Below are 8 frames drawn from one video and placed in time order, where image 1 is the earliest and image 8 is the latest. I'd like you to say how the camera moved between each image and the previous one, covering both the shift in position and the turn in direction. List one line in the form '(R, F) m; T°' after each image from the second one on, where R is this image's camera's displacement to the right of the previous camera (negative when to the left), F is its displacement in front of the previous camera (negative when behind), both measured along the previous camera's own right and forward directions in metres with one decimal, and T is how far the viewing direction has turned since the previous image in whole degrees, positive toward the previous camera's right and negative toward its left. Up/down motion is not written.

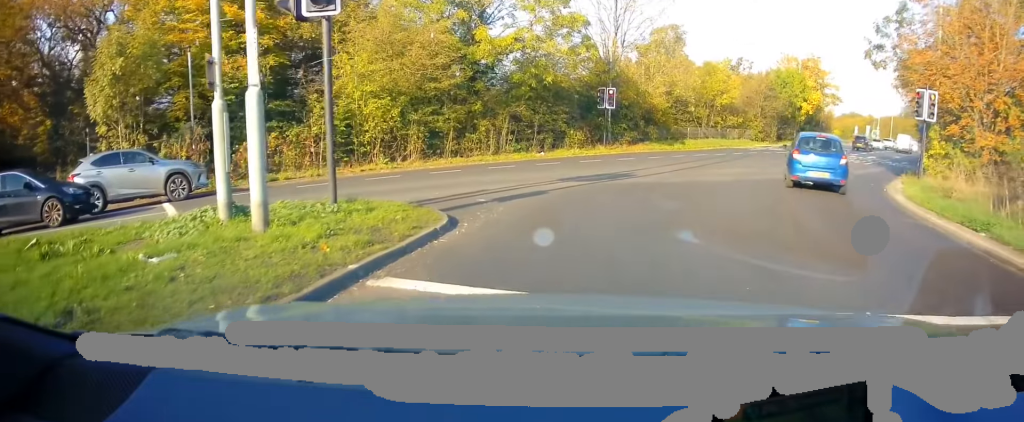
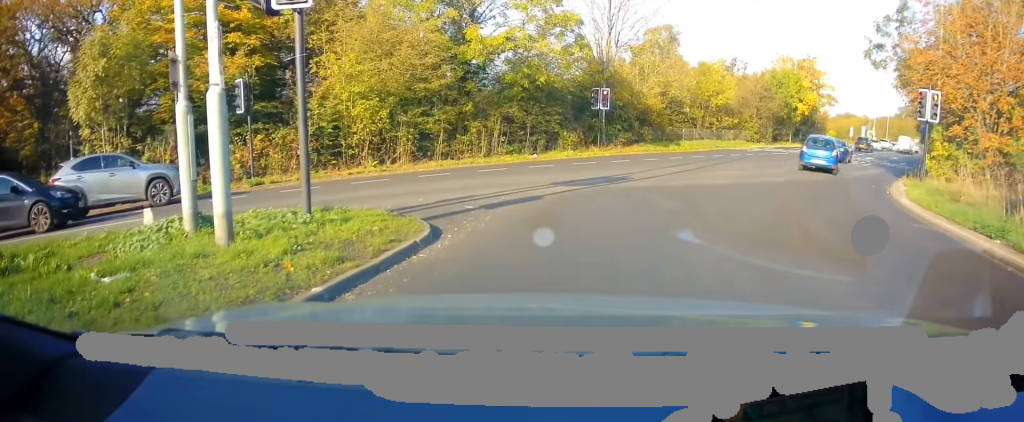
(0.0, +1.4) m; -2°
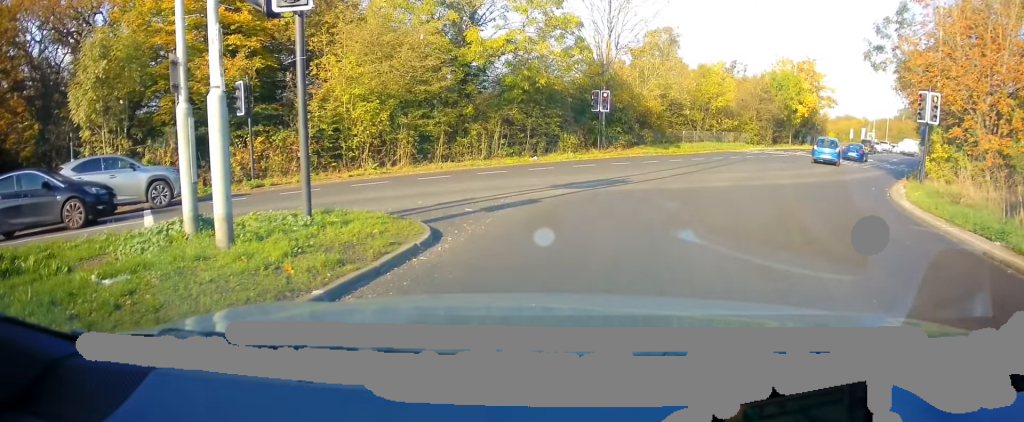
(-0.1, +0.4) m; 0°
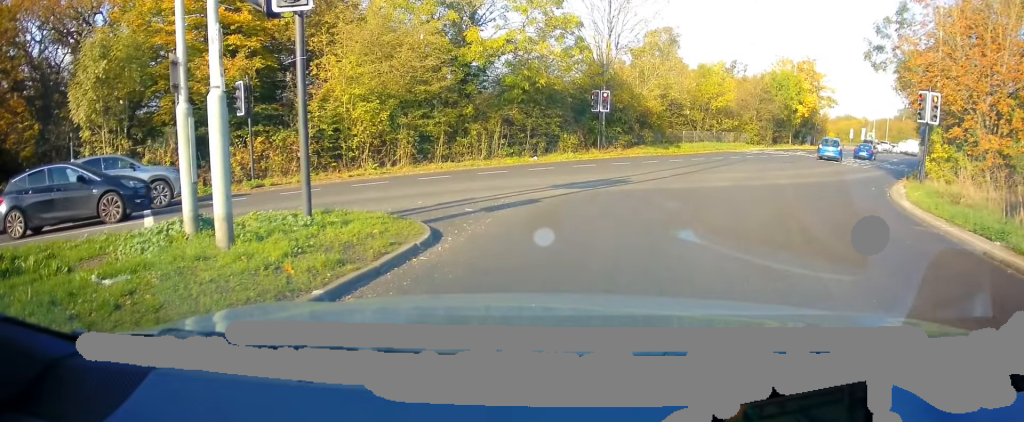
(0.0, 0.0) m; 0°
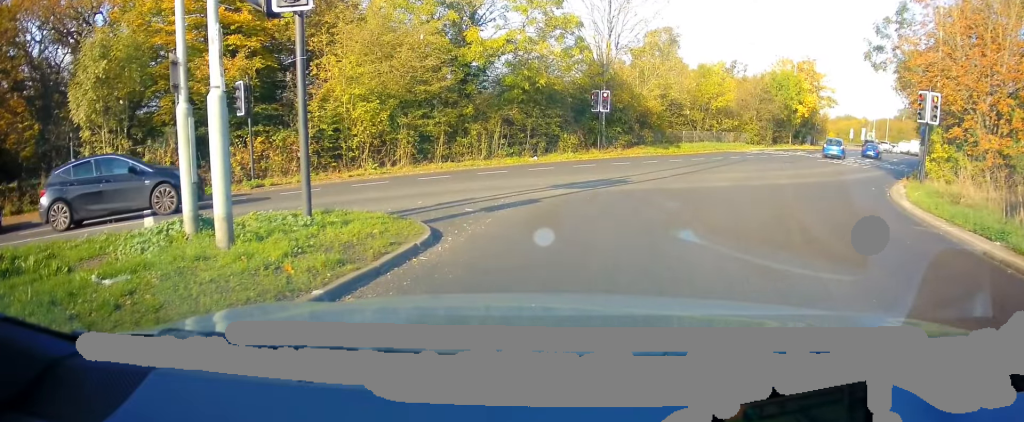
(0.0, 0.0) m; 0°
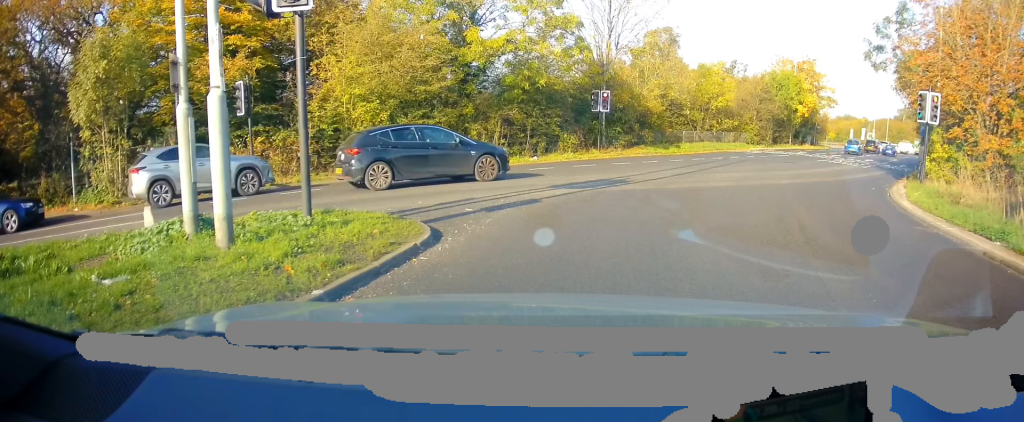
(0.0, 0.0) m; 0°
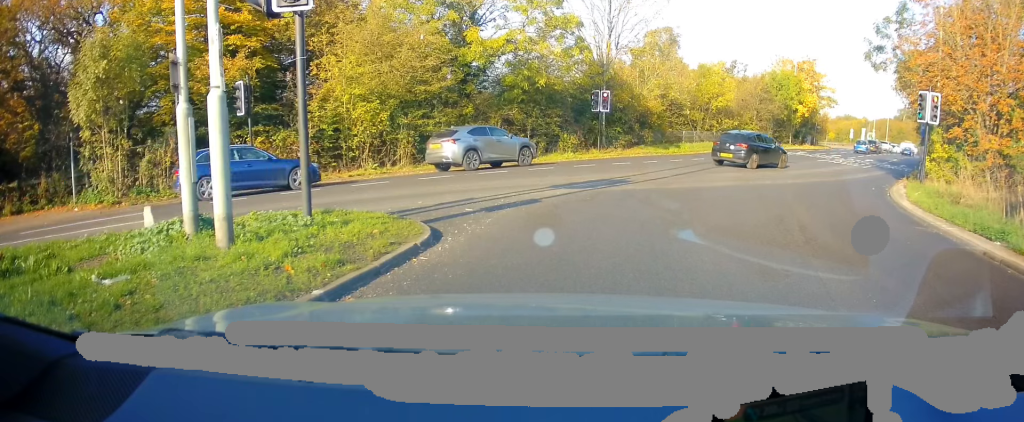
(0.0, 0.0) m; 0°
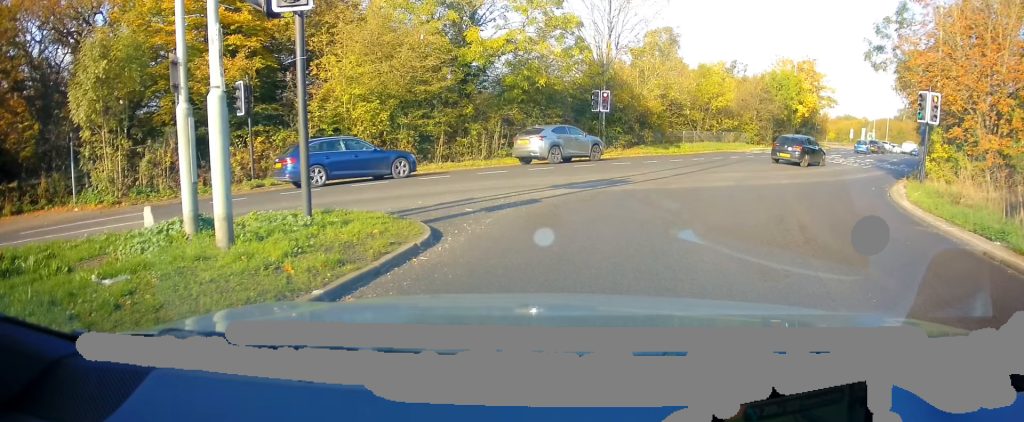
(0.0, 0.0) m; 0°
